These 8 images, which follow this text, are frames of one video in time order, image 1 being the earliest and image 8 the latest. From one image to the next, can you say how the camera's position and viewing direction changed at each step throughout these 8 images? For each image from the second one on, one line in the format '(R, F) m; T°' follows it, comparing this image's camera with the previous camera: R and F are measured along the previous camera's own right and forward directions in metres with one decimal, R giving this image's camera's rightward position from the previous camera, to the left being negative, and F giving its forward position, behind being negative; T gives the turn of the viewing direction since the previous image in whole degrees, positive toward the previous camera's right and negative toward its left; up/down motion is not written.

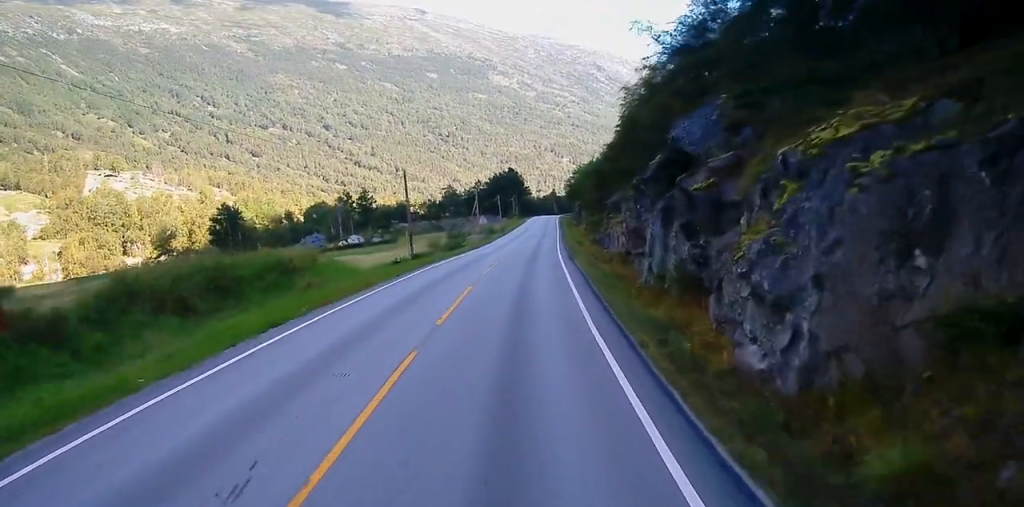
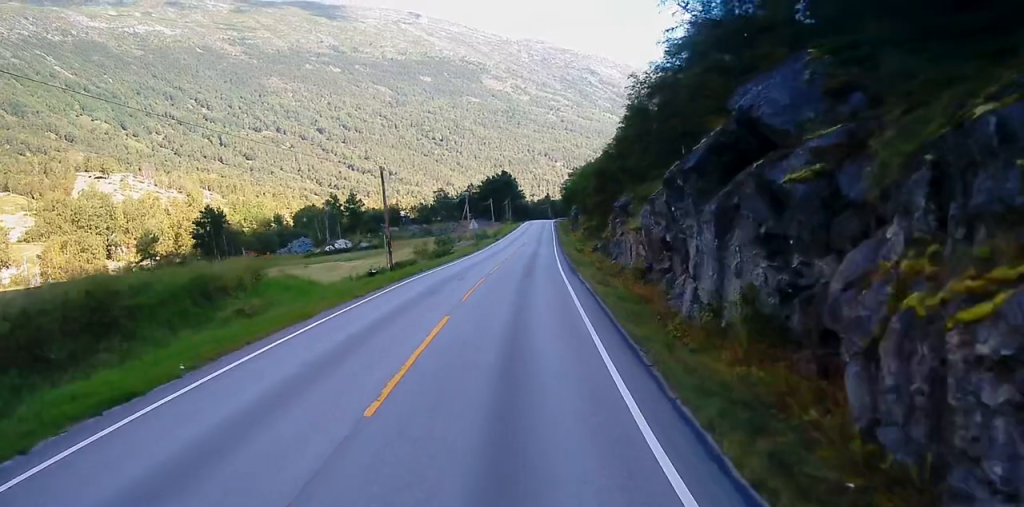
(+0.2, +6.8) m; 0°
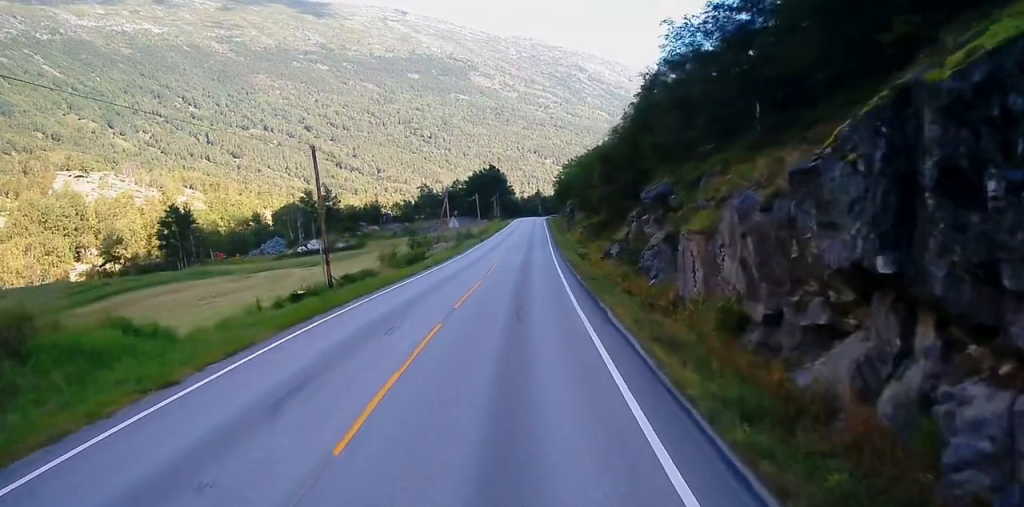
(+0.2, +13.7) m; 0°
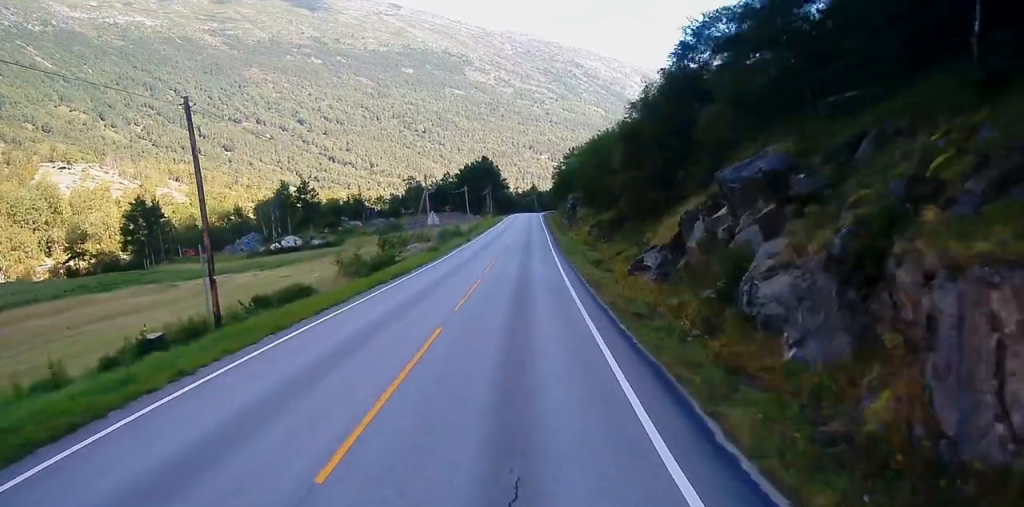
(-0.2, +13.3) m; 0°
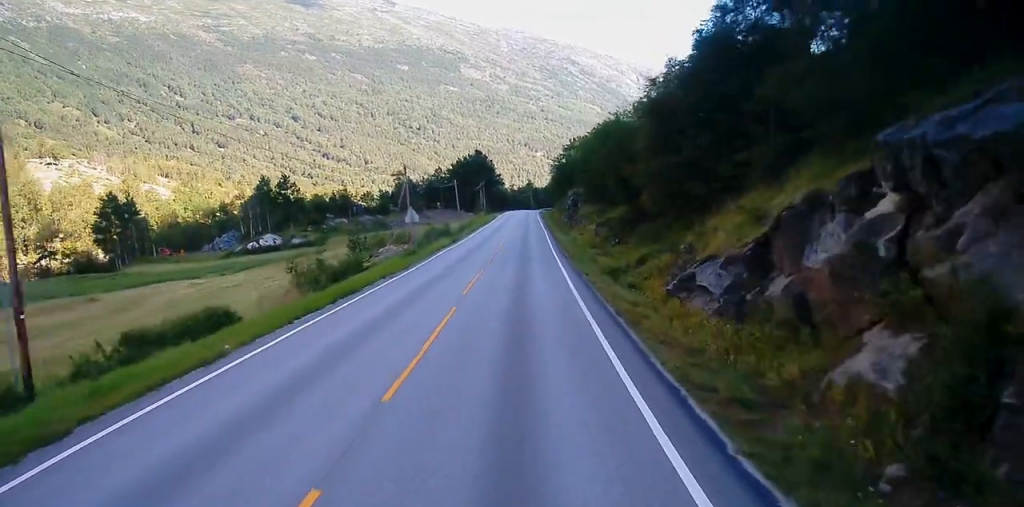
(+0.1, +9.7) m; 0°
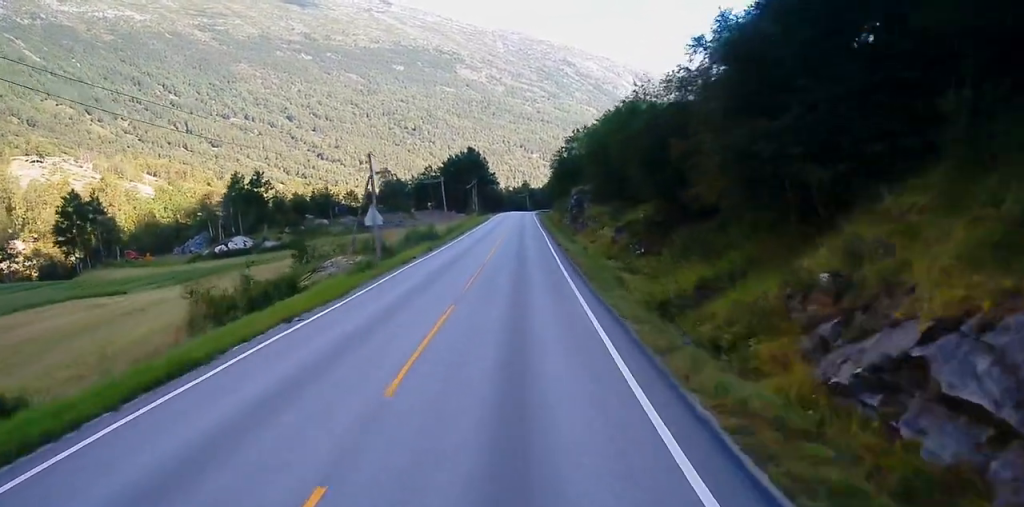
(0.0, +12.5) m; 0°
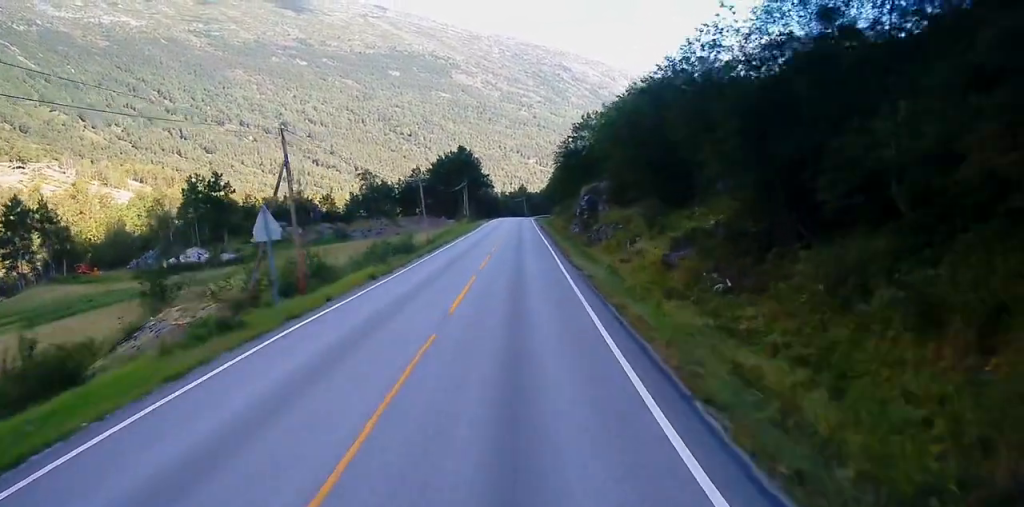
(-0.1, +16.8) m; +1°
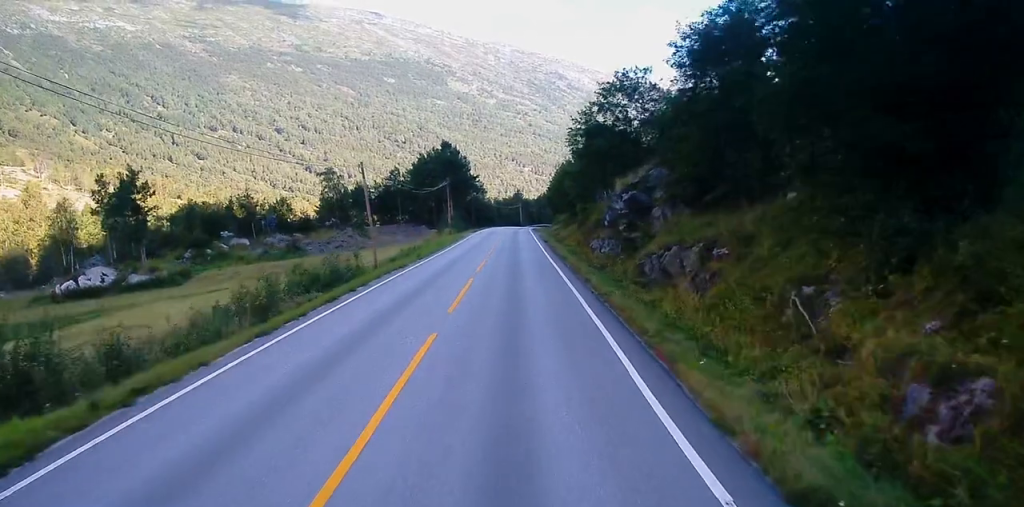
(+0.3, +24.0) m; +1°
